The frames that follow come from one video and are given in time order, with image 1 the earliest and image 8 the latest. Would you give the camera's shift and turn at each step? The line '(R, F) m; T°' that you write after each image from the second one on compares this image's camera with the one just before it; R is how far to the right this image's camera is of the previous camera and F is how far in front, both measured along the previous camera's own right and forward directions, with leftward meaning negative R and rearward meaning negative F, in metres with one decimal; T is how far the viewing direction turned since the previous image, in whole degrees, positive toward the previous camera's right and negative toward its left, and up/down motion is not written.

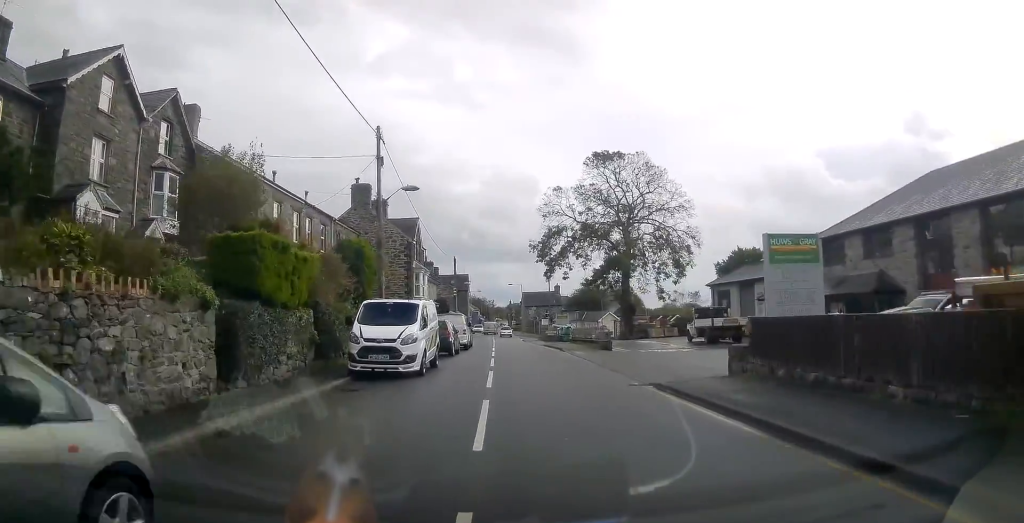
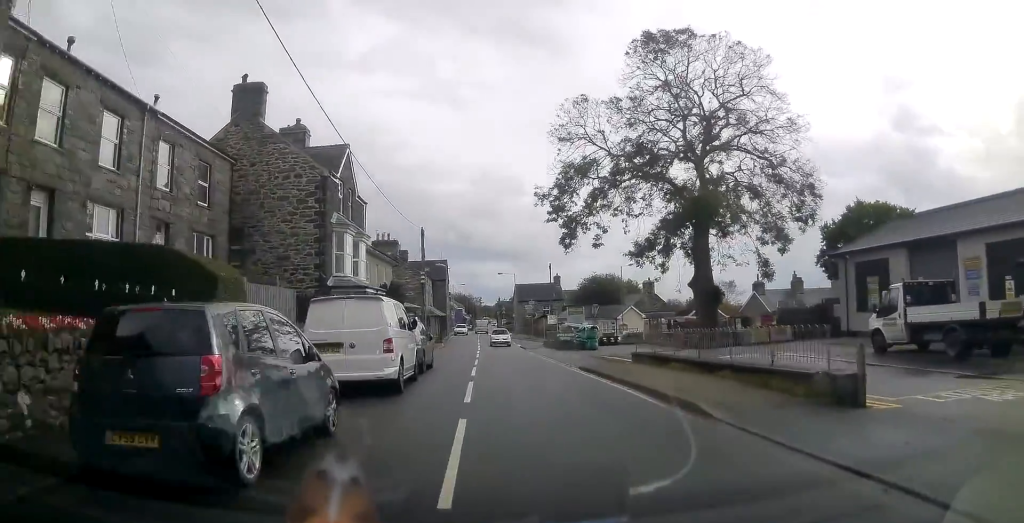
(+0.1, +21.0) m; +1°
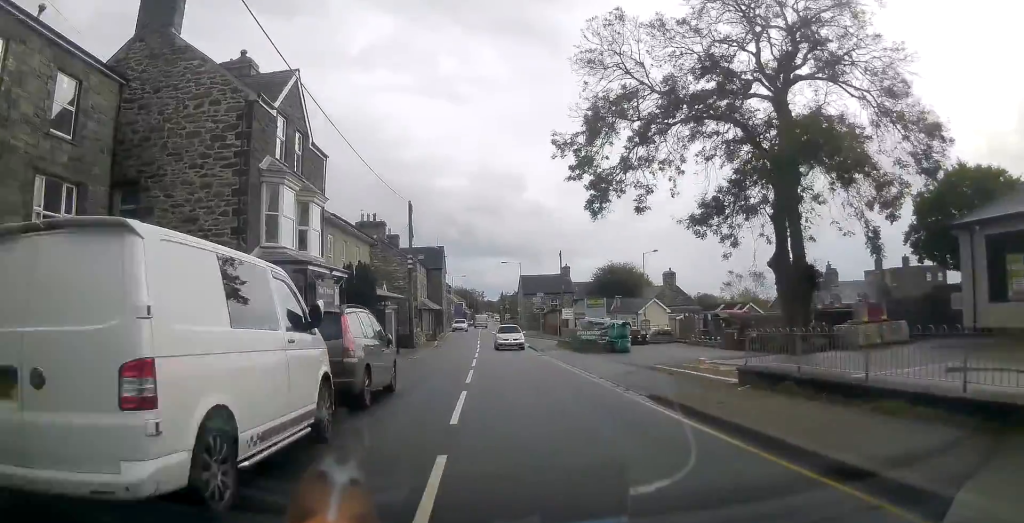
(0.0, +8.8) m; 0°
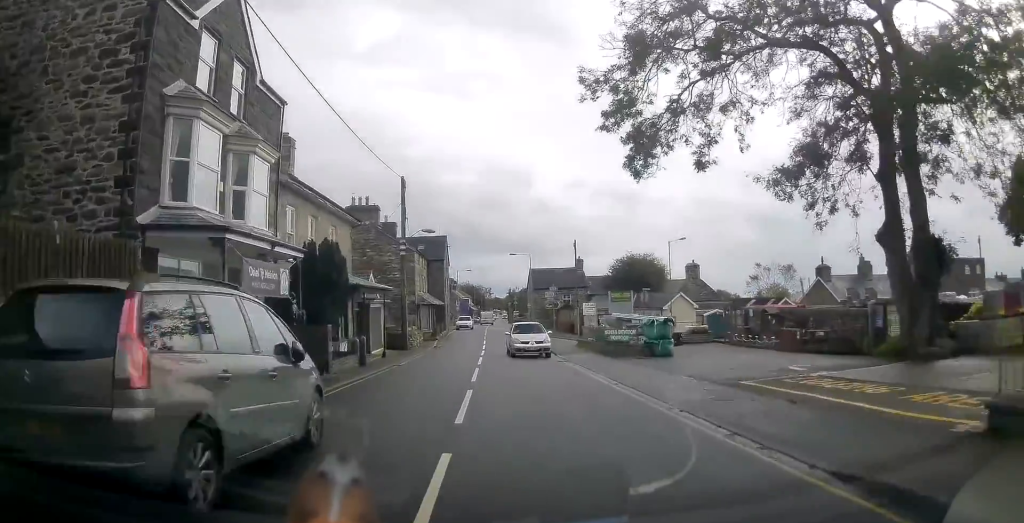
(0.0, +6.4) m; 0°
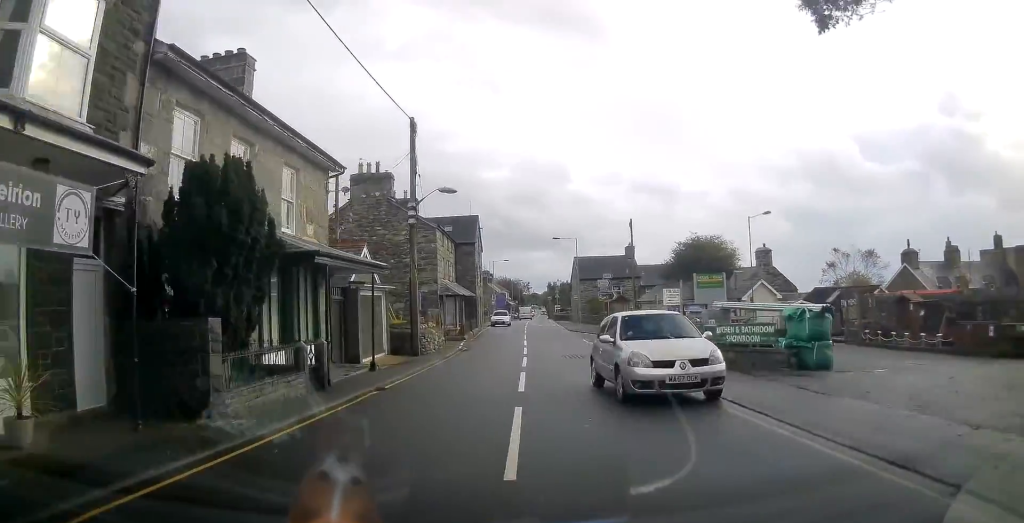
(0.0, +9.6) m; -2°
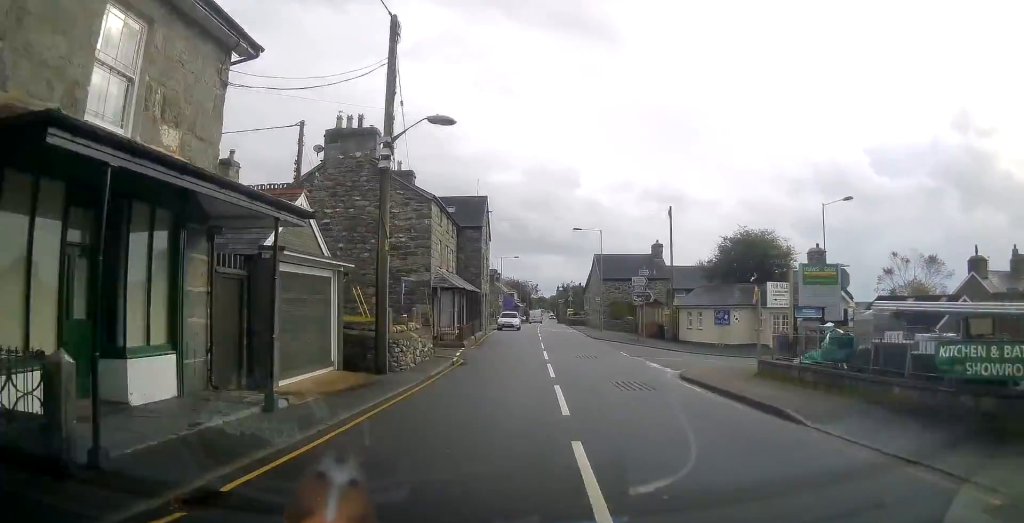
(-0.3, +8.6) m; -1°
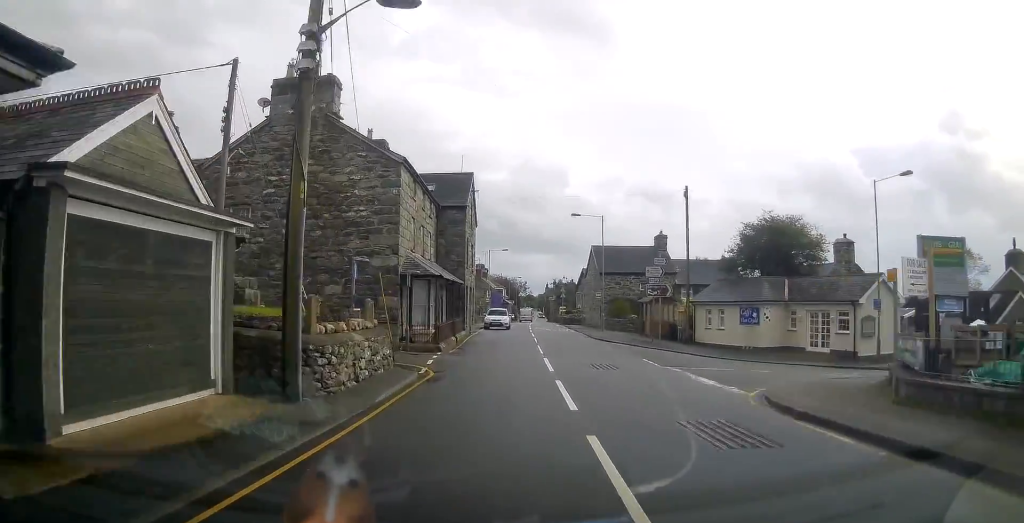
(-0.1, +6.0) m; 0°
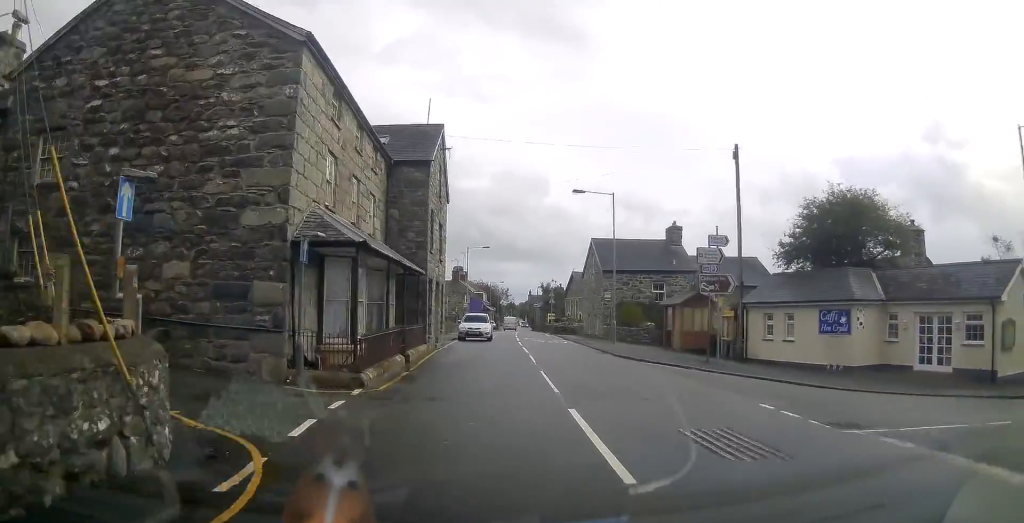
(0.0, +10.1) m; +1°
